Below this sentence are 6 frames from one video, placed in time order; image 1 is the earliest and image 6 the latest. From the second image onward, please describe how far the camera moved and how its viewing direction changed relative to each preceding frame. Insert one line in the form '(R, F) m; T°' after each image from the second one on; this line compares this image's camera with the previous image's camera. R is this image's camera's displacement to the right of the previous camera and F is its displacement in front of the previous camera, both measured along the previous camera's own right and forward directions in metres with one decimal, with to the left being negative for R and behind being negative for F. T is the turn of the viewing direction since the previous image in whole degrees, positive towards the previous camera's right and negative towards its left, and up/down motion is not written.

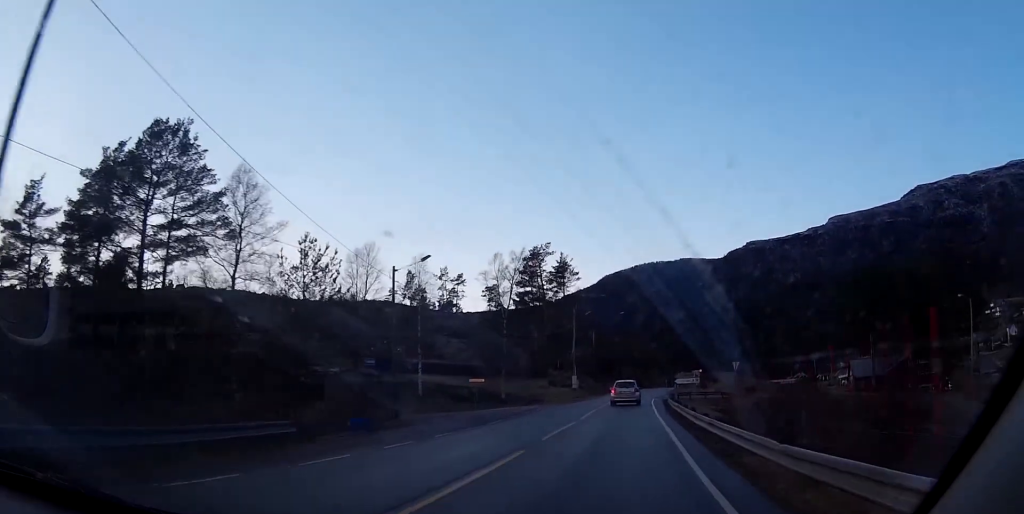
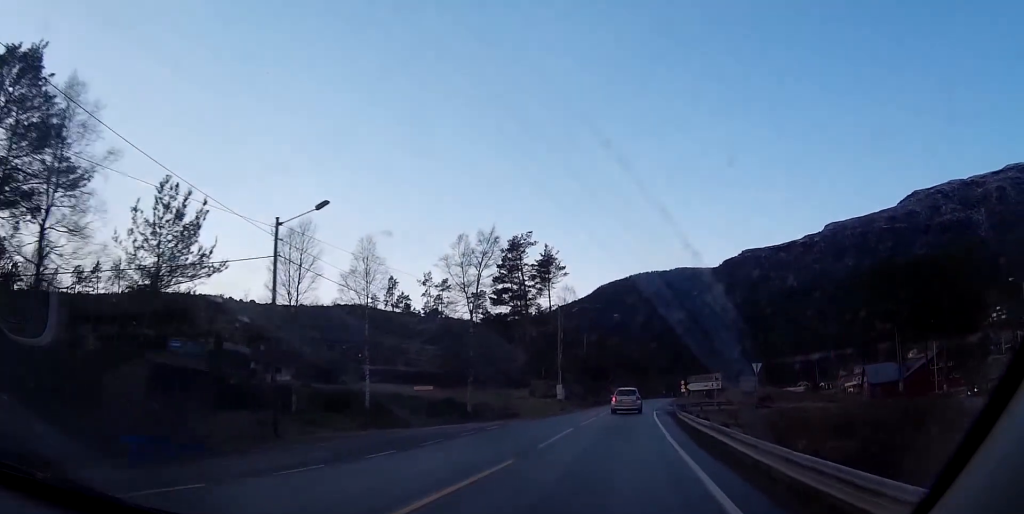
(+0.1, +12.8) m; 0°
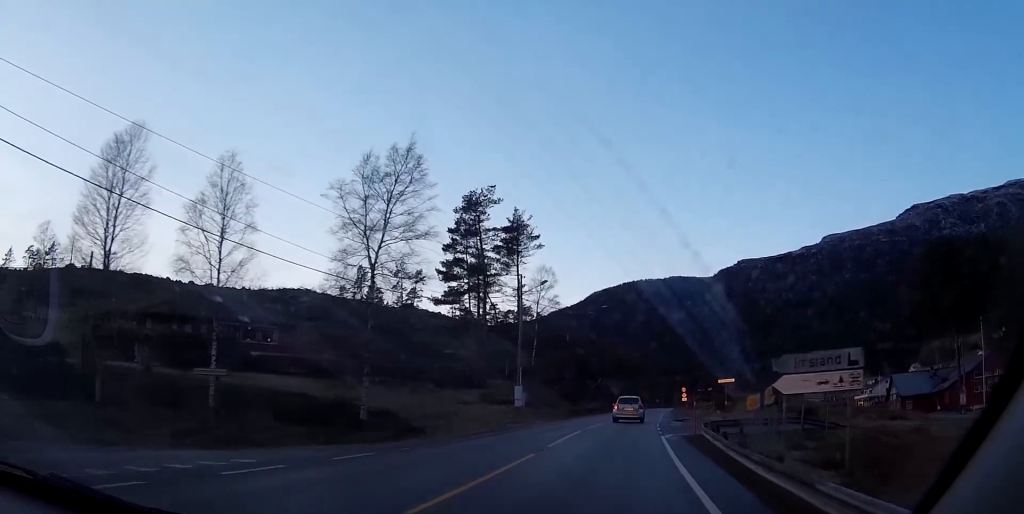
(+0.1, +21.2) m; +1°
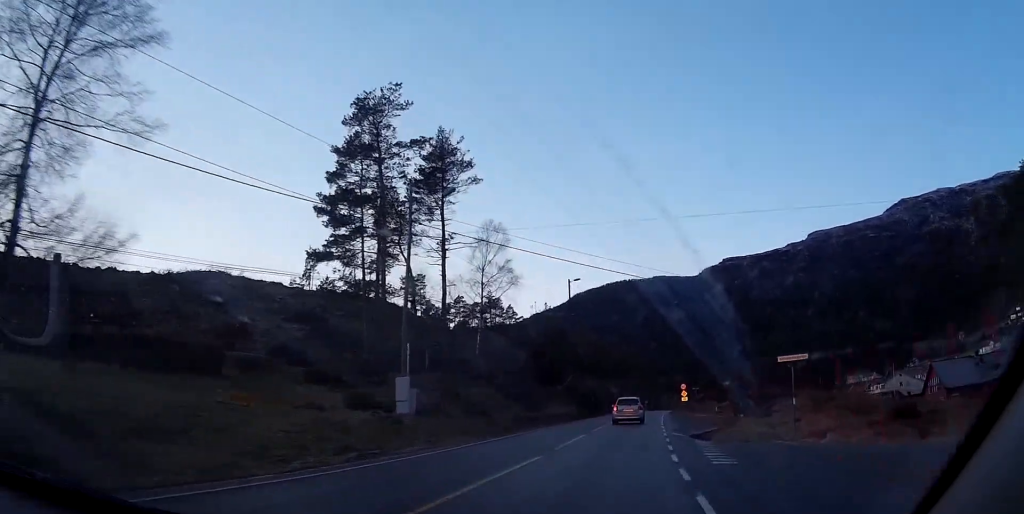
(+0.3, +23.4) m; +1°
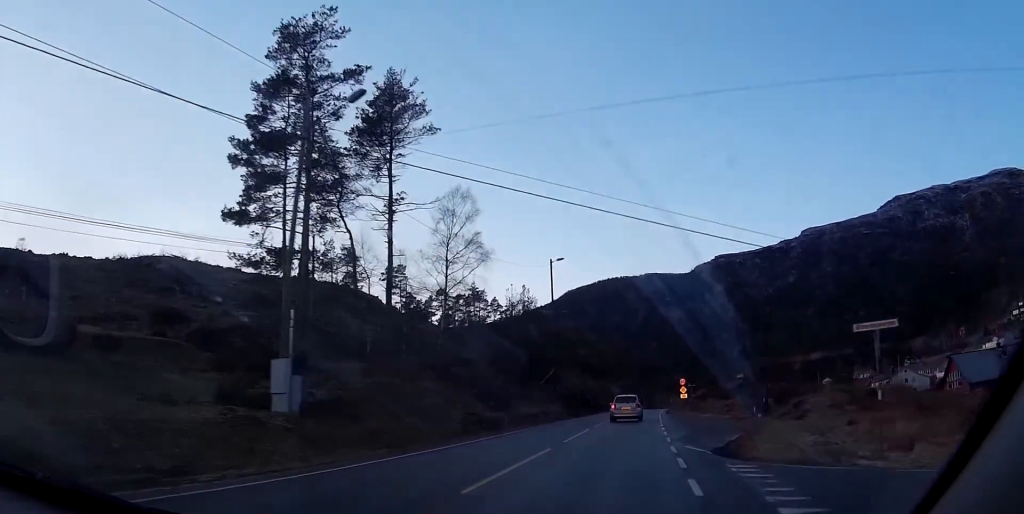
(0.0, +9.7) m; +1°
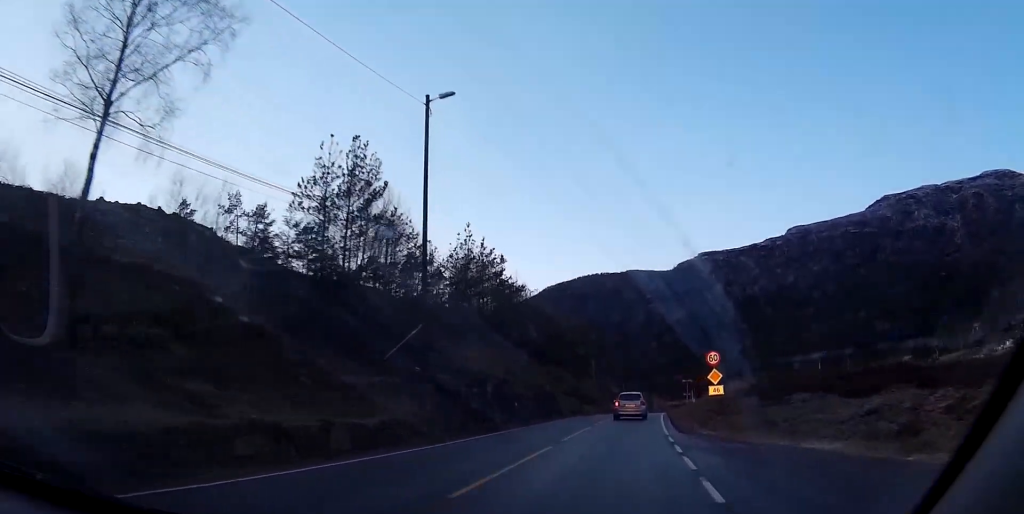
(+0.8, +36.5) m; +2°
